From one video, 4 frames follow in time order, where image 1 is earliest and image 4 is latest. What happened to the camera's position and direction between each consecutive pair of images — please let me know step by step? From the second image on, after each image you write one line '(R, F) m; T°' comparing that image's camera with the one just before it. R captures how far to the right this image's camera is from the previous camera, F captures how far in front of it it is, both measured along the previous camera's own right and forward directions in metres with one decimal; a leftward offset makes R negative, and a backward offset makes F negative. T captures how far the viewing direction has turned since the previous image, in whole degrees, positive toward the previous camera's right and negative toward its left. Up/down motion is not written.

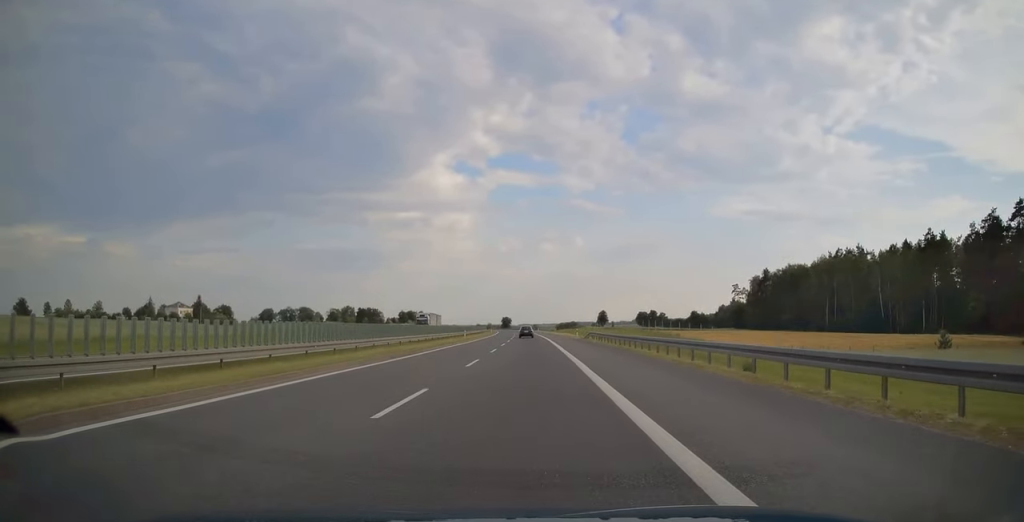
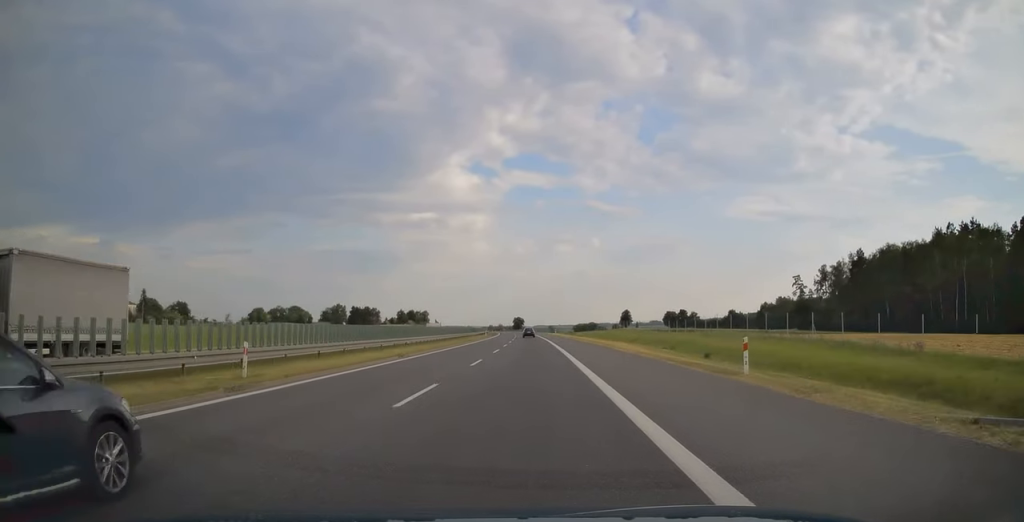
(-0.7, +58.7) m; -1°
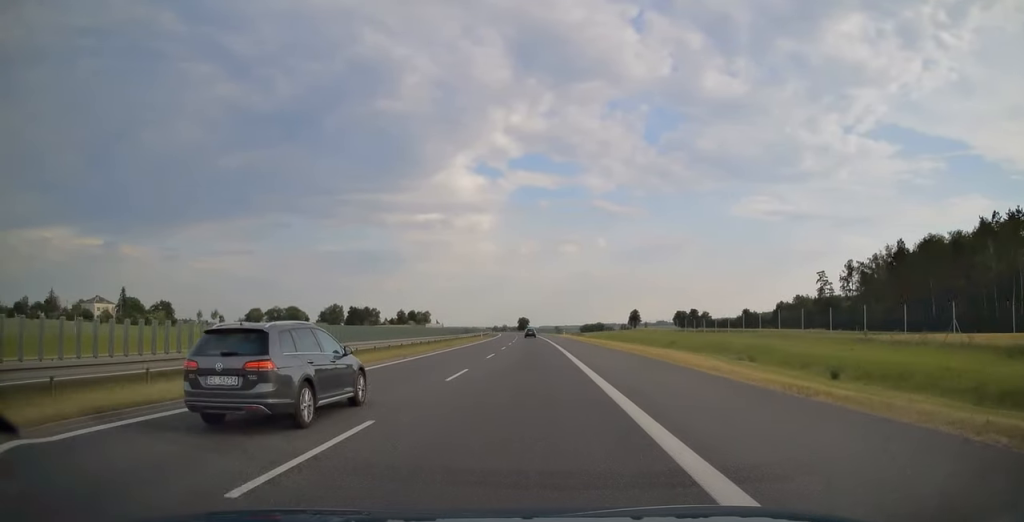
(0.0, +18.1) m; 0°
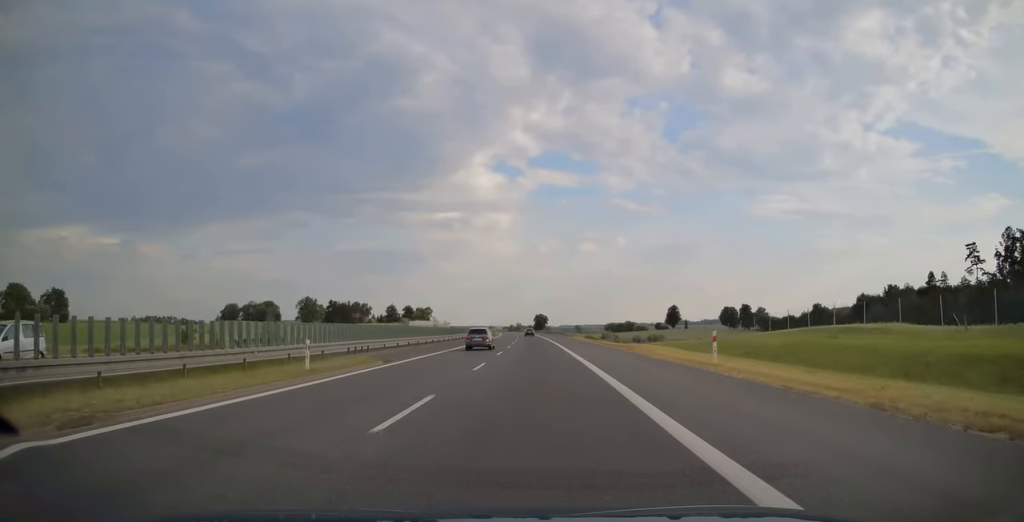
(-1.5, +81.1) m; -2°
